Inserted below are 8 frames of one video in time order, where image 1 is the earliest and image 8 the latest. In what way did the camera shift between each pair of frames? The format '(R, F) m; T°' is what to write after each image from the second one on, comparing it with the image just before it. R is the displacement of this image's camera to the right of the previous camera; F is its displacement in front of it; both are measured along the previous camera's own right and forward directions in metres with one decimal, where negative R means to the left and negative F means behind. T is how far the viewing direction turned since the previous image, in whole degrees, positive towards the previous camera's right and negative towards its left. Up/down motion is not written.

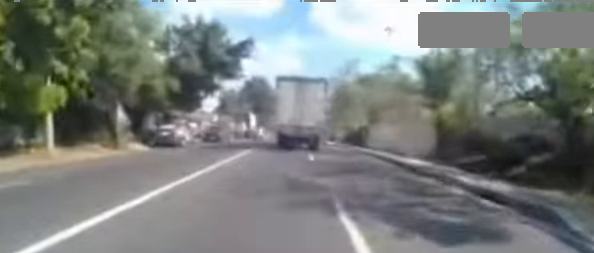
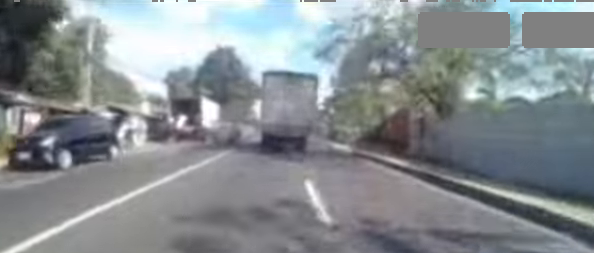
(-0.1, +16.1) m; 0°
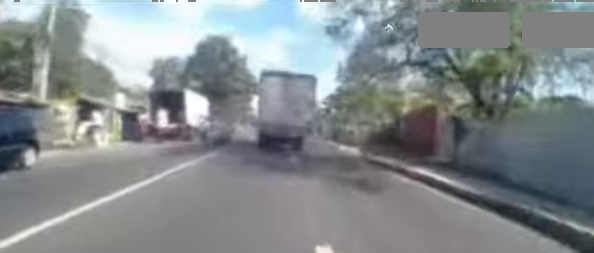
(+0.1, +3.4) m; +1°
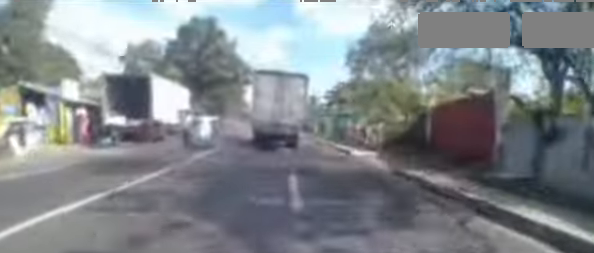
(+0.1, +4.8) m; +1°
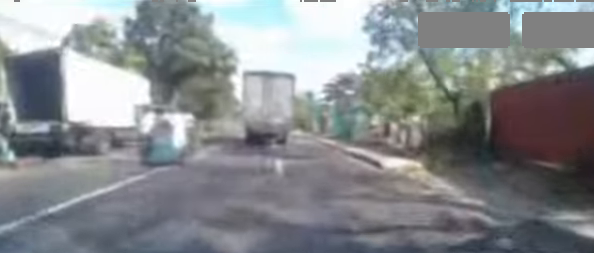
(+0.1, +5.9) m; -2°
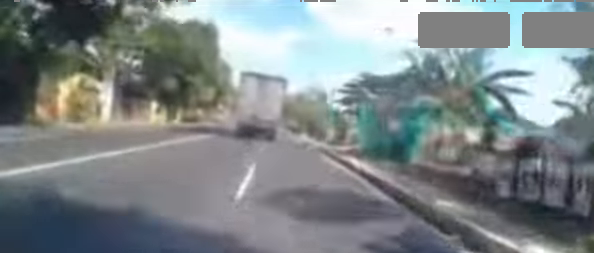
(-0.5, +11.7) m; 0°
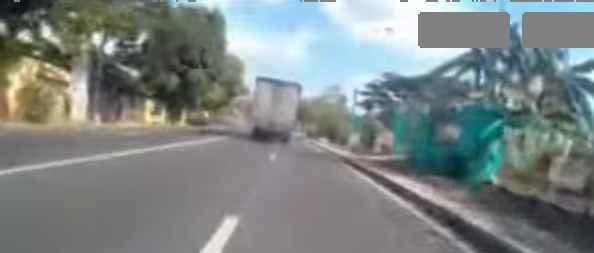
(+0.3, +4.5) m; 0°
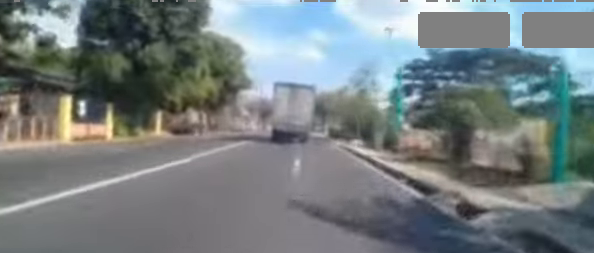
(-0.2, +9.8) m; -2°
